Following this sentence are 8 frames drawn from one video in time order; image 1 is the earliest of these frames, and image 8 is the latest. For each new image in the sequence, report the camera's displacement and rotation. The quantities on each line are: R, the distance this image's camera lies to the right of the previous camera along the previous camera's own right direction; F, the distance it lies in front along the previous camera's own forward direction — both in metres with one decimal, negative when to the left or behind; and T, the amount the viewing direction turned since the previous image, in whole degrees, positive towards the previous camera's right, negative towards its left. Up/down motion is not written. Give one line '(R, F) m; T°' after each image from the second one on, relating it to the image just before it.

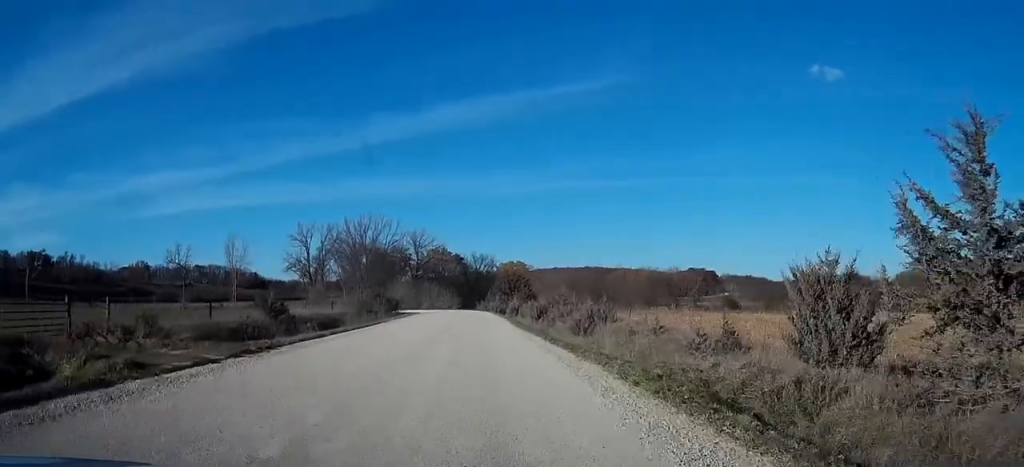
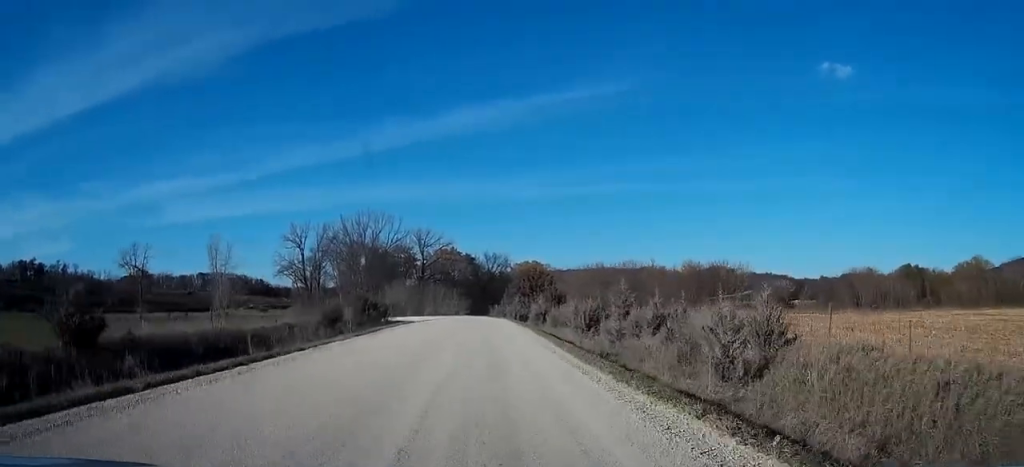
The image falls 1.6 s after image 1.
(-0.3, +23.4) m; -1°
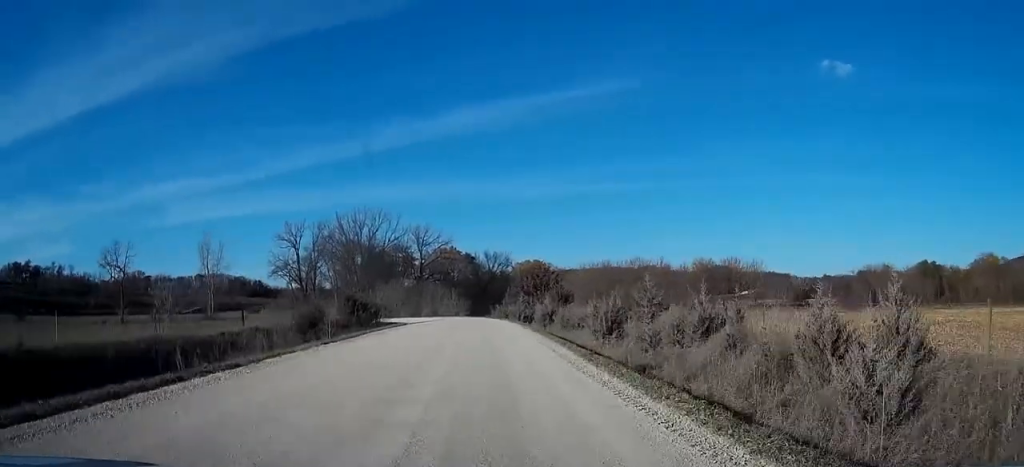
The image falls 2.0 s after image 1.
(0.0, +6.8) m; 0°
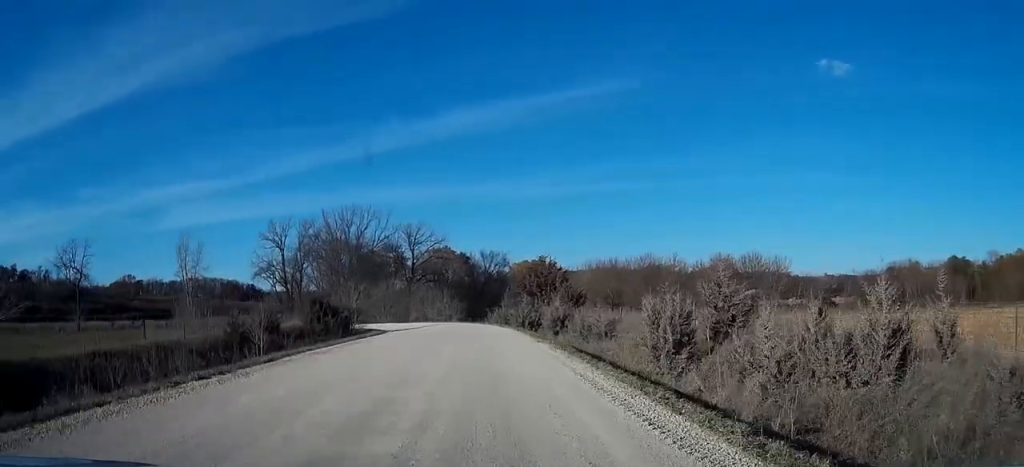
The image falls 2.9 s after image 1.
(0.0, +12.3) m; -1°
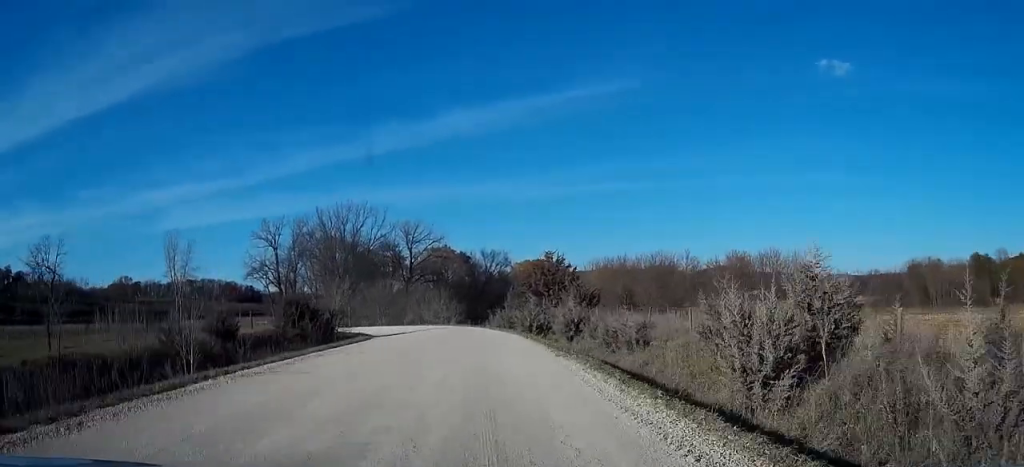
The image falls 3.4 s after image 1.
(-0.1, +7.4) m; -1°
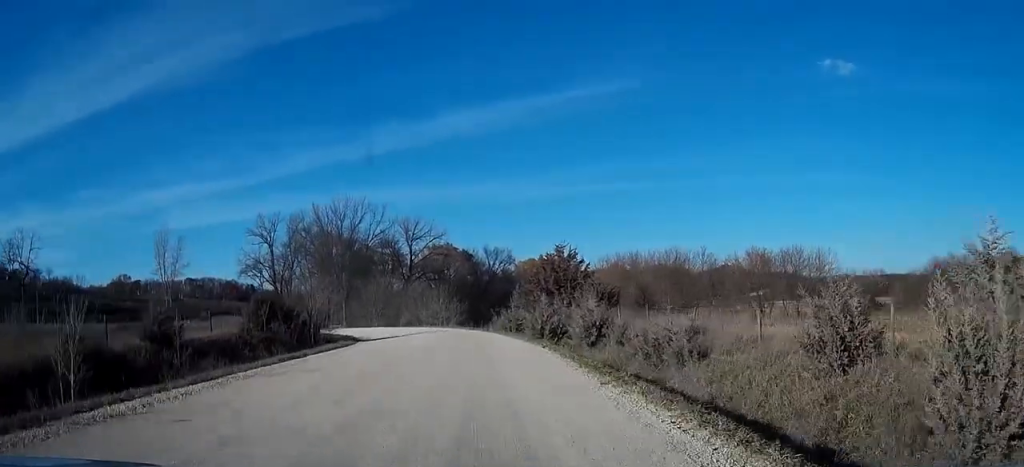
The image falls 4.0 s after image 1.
(0.0, +7.3) m; 0°
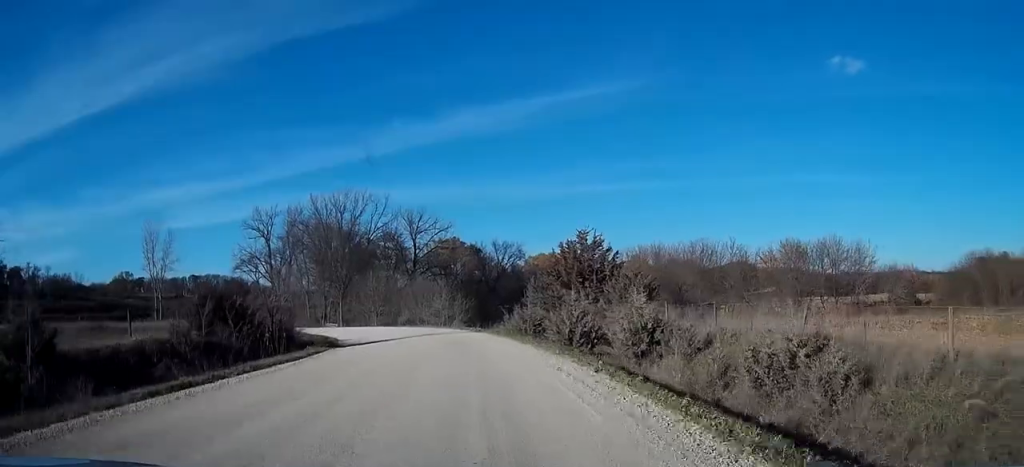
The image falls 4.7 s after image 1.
(0.0, +9.9) m; 0°
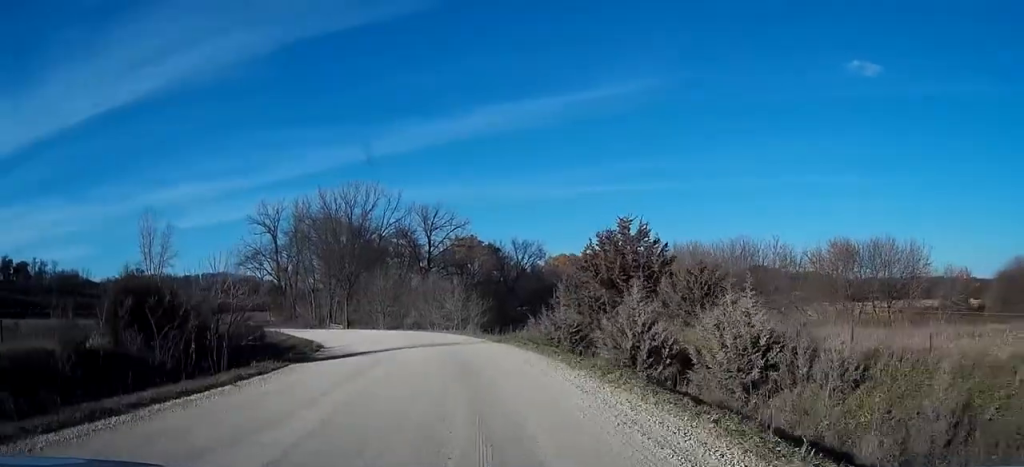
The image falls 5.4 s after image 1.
(-0.1, +9.7) m; -1°
